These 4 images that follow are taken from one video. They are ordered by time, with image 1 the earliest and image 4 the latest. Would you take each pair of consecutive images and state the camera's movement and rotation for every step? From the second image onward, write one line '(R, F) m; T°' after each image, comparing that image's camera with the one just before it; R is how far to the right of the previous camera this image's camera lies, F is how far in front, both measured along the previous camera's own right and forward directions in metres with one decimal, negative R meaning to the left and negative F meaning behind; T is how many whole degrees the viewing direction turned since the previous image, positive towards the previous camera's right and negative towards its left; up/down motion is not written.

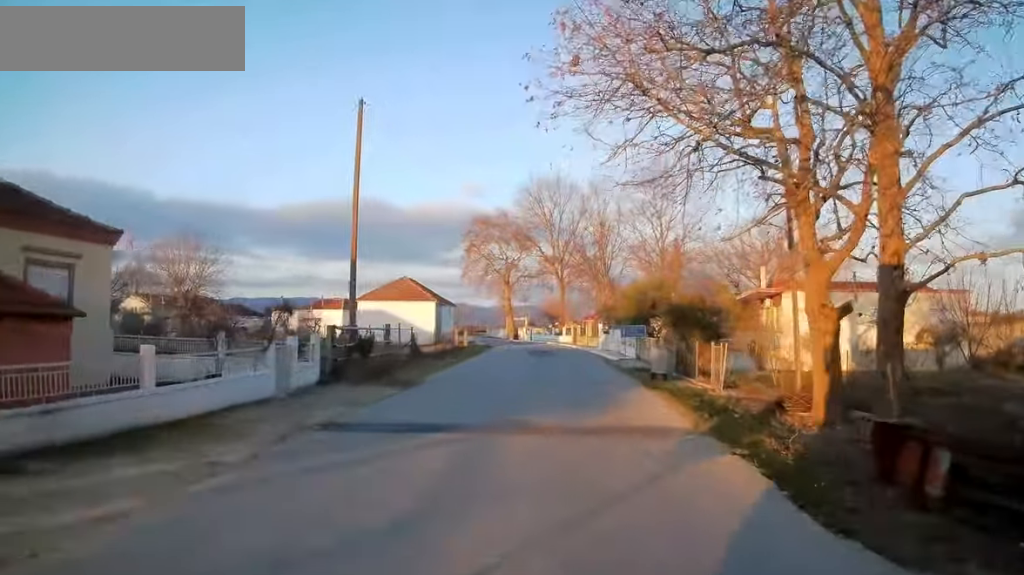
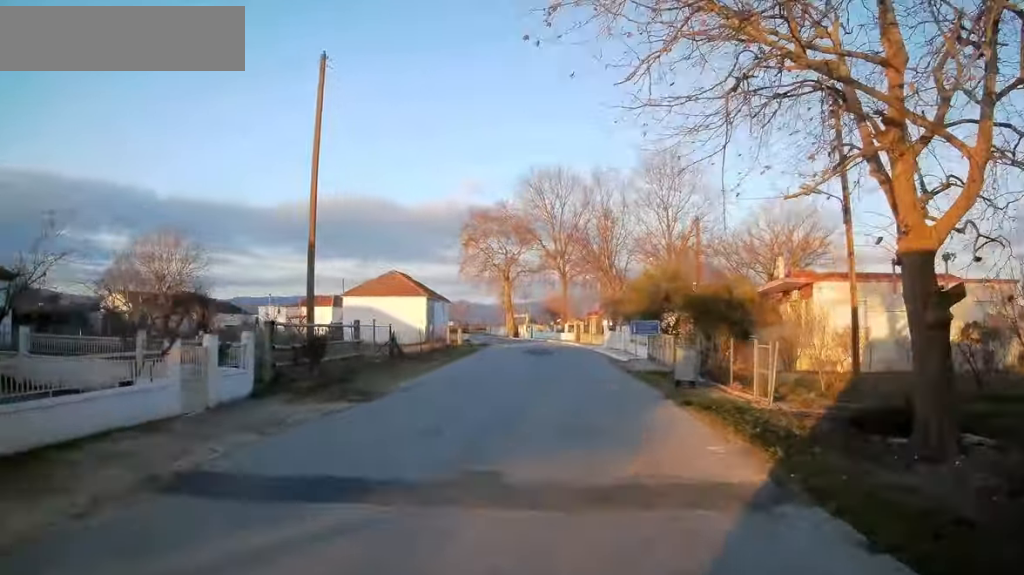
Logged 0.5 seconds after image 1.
(+0.1, +4.3) m; 0°
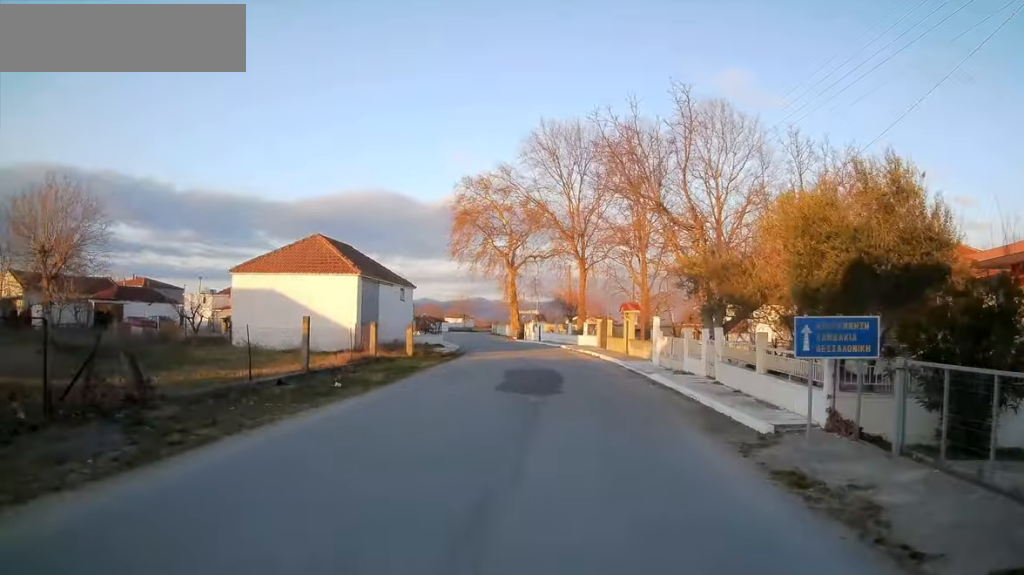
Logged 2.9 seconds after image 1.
(-0.2, +20.8) m; 0°
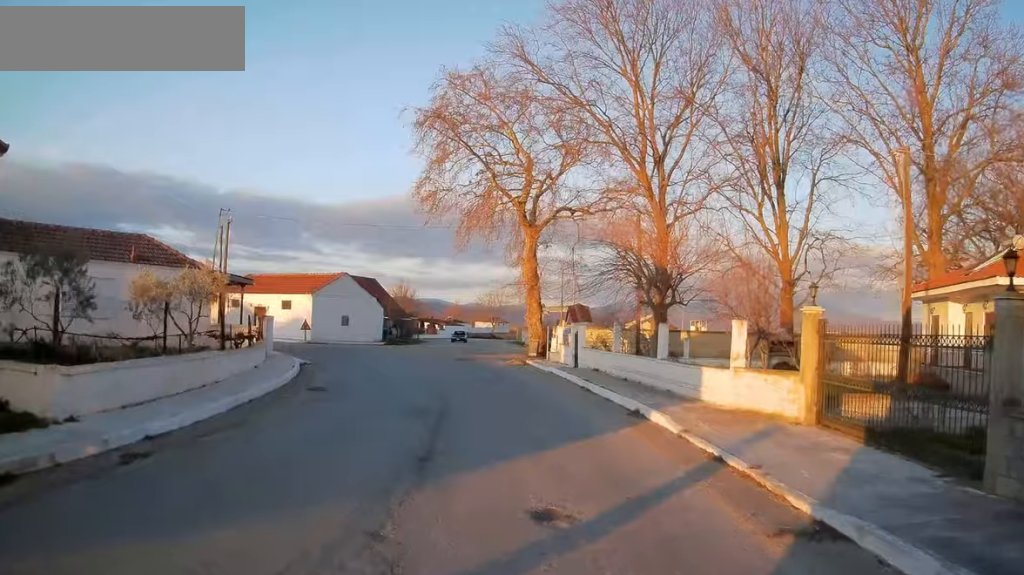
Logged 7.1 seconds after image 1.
(-1.2, +37.1) m; -2°
